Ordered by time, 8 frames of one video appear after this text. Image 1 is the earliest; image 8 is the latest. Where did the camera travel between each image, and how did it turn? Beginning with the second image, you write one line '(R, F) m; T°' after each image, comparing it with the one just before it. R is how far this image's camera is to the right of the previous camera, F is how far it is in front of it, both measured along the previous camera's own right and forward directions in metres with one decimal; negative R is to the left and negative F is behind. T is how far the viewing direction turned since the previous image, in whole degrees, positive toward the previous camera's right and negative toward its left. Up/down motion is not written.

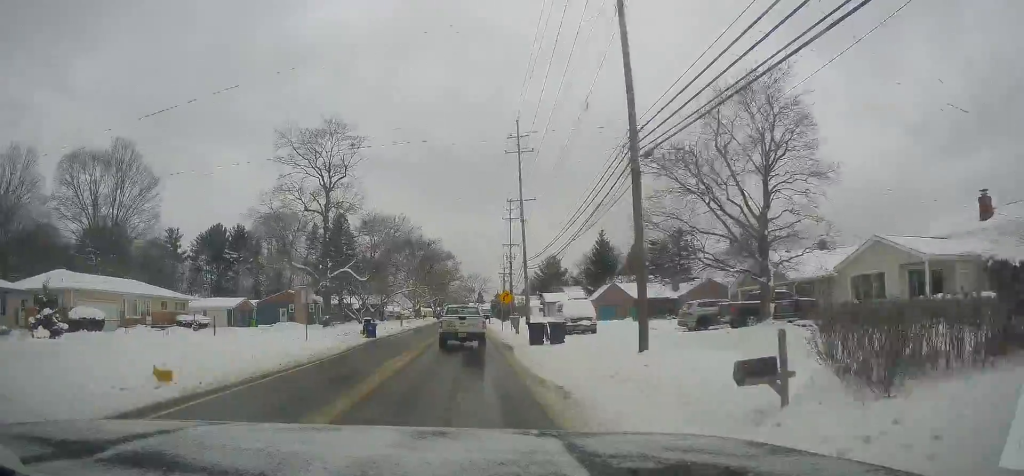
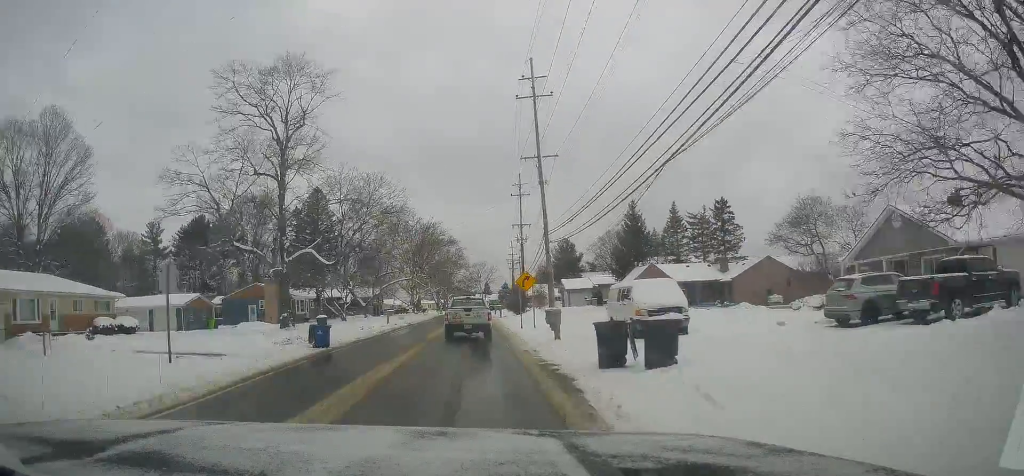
(+0.3, +14.1) m; 0°
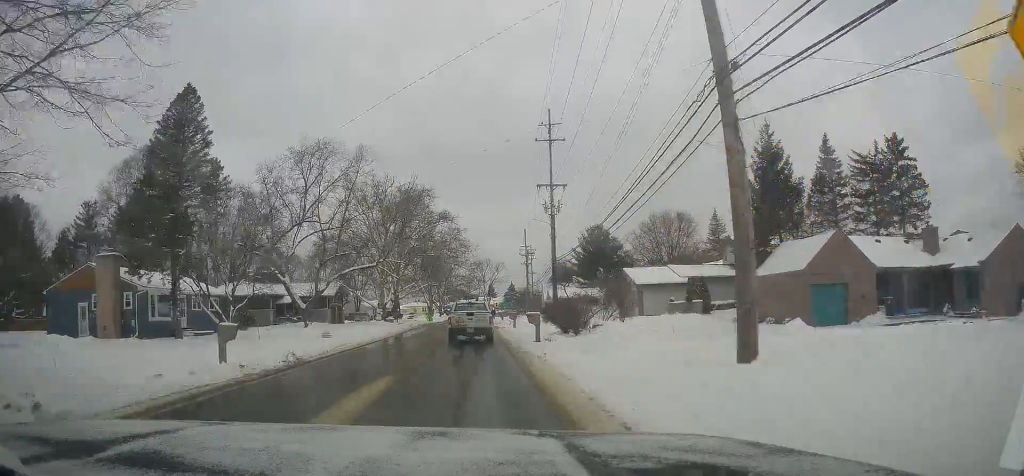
(-1.1, +33.3) m; -1°
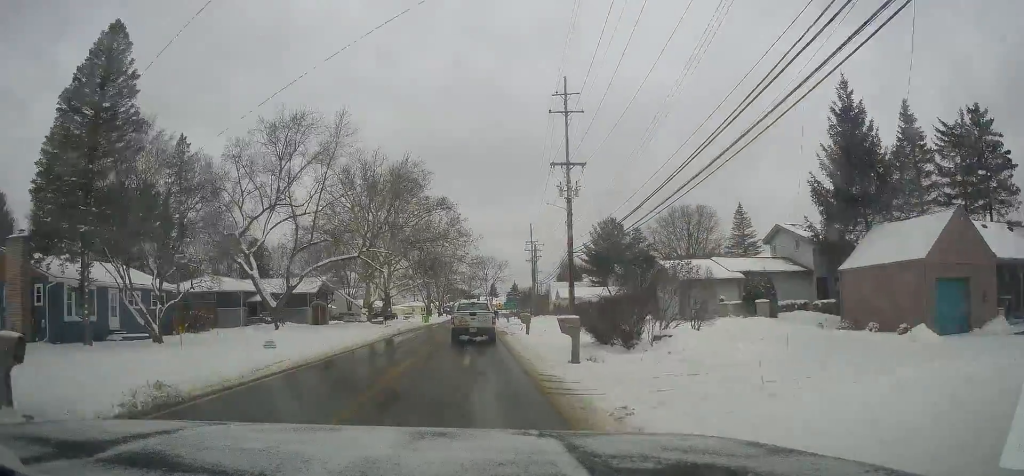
(0.0, +9.2) m; +1°
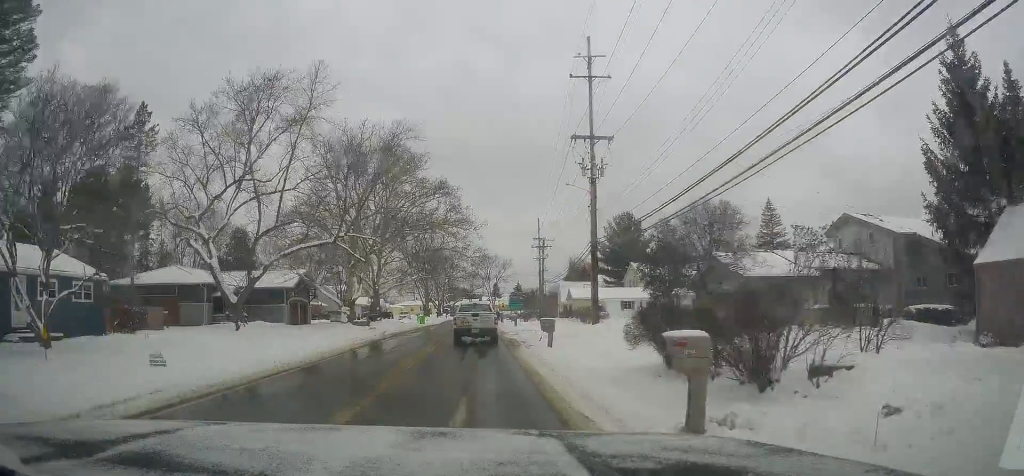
(+0.3, +8.7) m; 0°
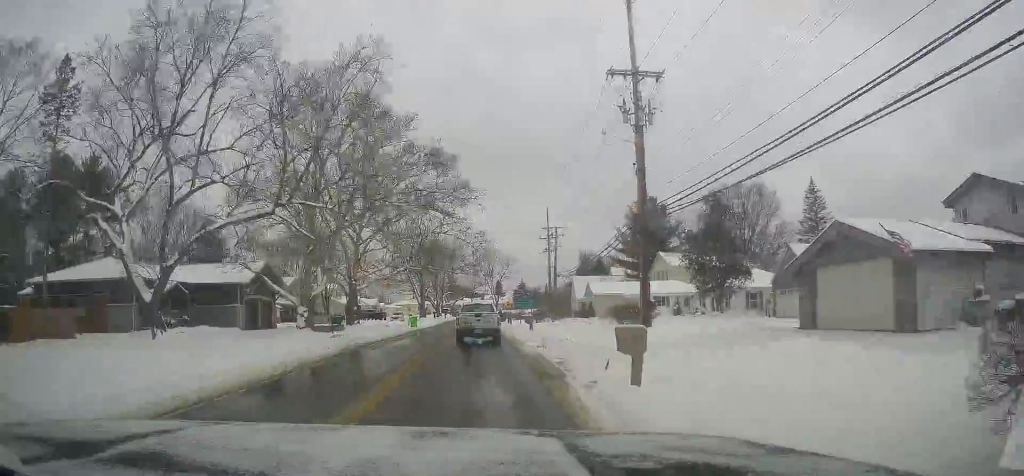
(-0.1, +11.7) m; -1°
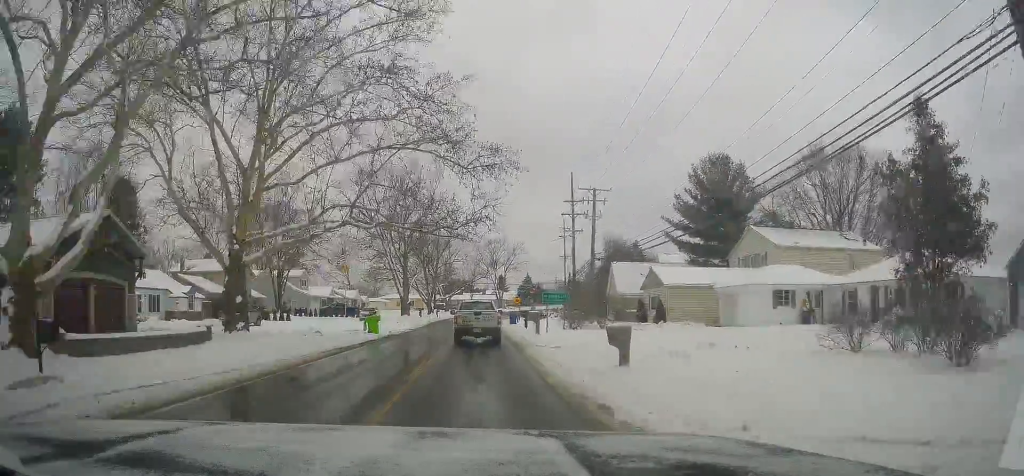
(-0.4, +23.2) m; -1°
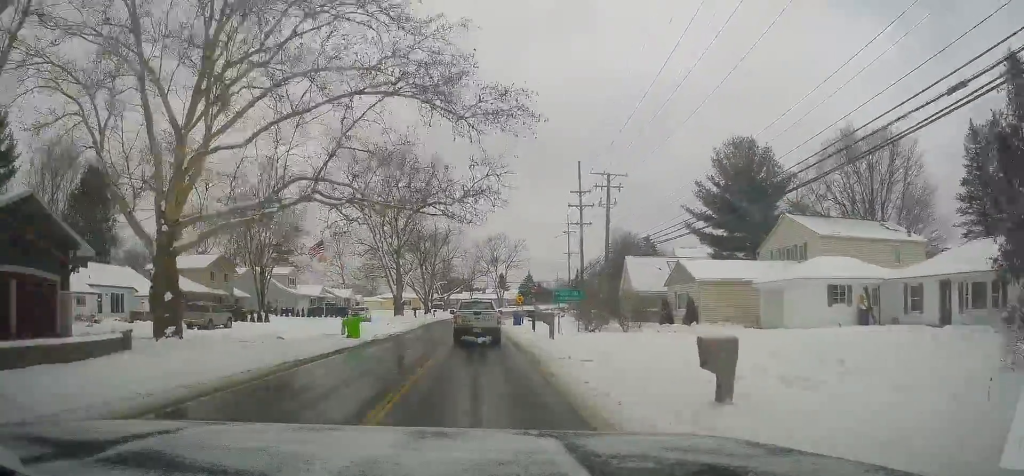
(0.0, +5.9) m; 0°
